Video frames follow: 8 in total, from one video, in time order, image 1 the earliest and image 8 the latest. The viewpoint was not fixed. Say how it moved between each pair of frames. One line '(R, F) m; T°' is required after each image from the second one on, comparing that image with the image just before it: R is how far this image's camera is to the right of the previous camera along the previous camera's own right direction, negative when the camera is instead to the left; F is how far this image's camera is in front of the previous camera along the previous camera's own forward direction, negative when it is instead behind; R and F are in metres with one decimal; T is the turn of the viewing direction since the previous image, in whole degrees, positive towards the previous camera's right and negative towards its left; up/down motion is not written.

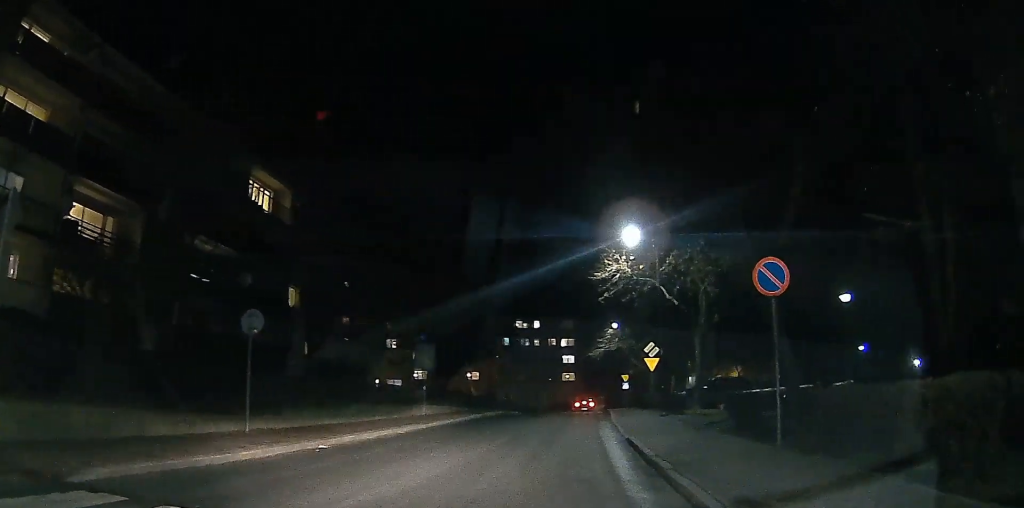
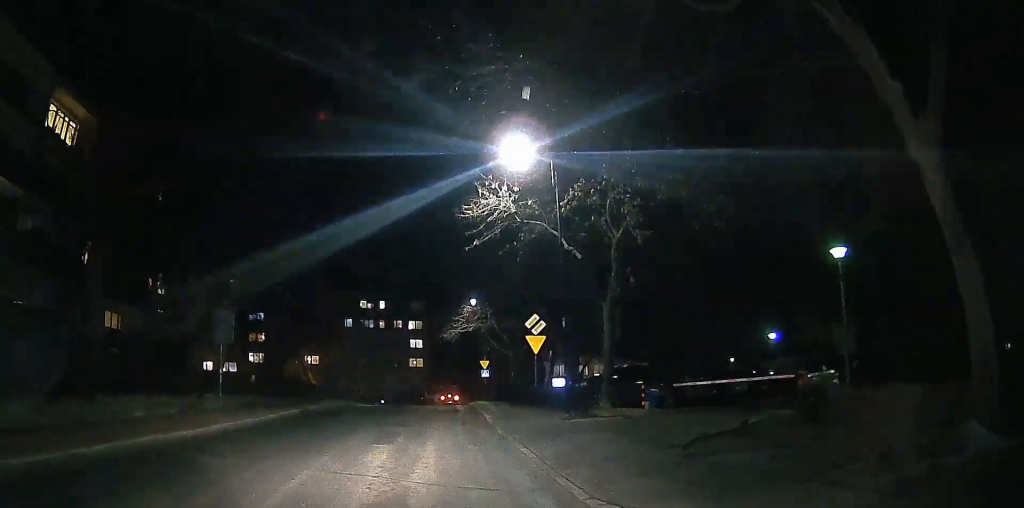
(+1.4, +10.3) m; +8°
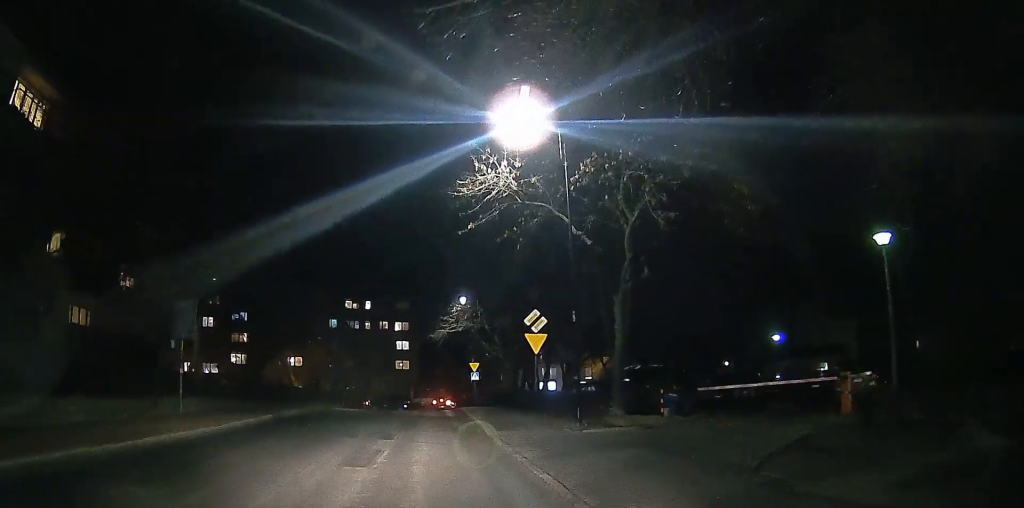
(0.0, +3.3) m; 0°
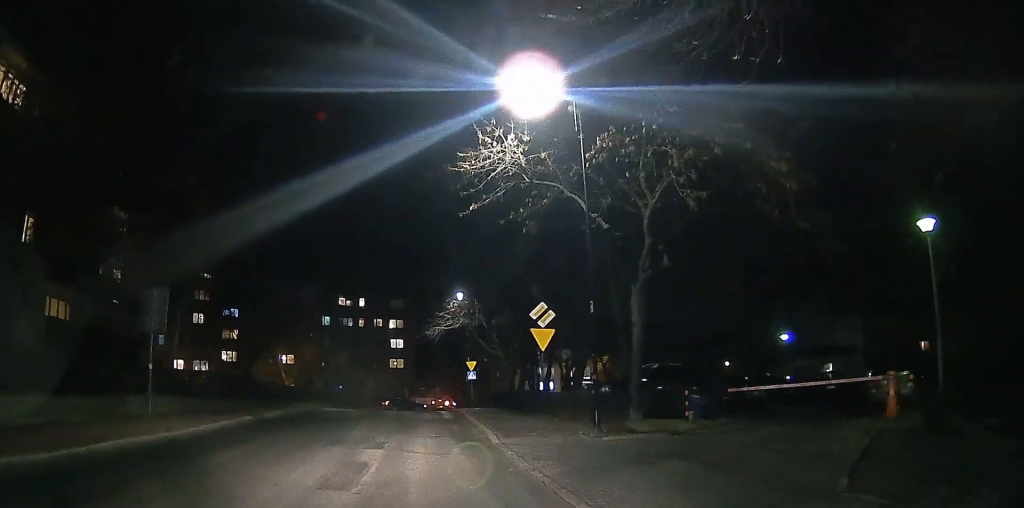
(0.0, +2.6) m; 0°
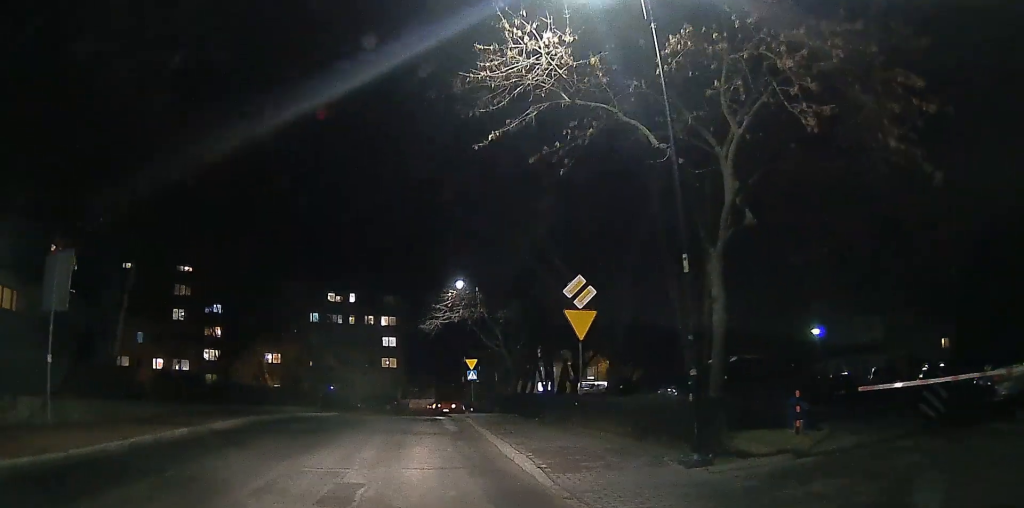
(0.0, +6.3) m; +3°
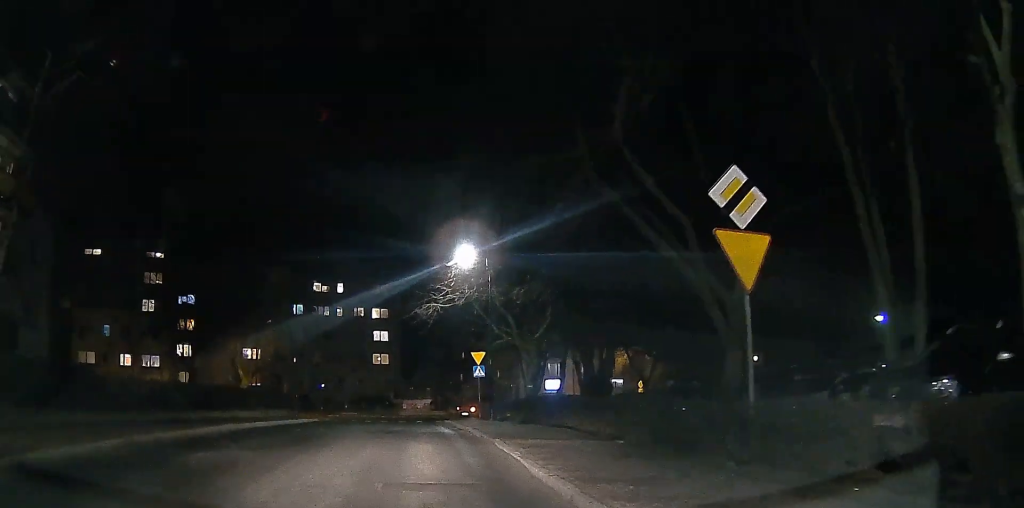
(+0.6, +8.4) m; +8°
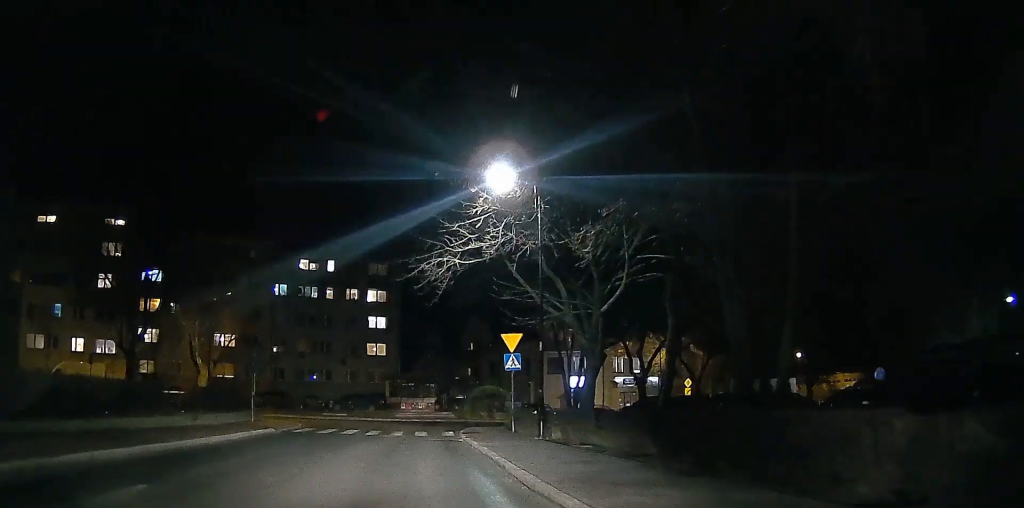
(+0.9, +12.3) m; +7°
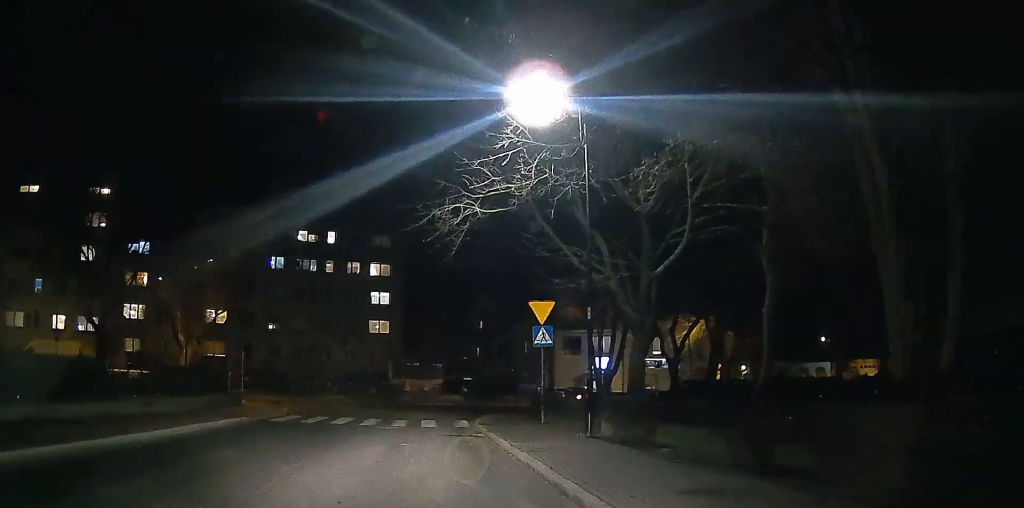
(+0.1, +5.1) m; +2°
